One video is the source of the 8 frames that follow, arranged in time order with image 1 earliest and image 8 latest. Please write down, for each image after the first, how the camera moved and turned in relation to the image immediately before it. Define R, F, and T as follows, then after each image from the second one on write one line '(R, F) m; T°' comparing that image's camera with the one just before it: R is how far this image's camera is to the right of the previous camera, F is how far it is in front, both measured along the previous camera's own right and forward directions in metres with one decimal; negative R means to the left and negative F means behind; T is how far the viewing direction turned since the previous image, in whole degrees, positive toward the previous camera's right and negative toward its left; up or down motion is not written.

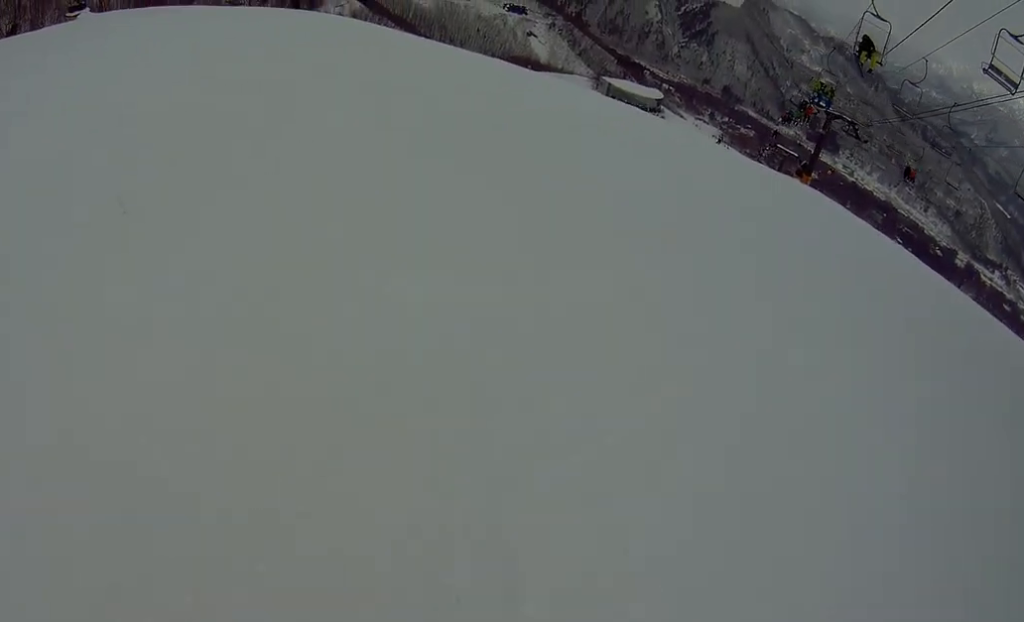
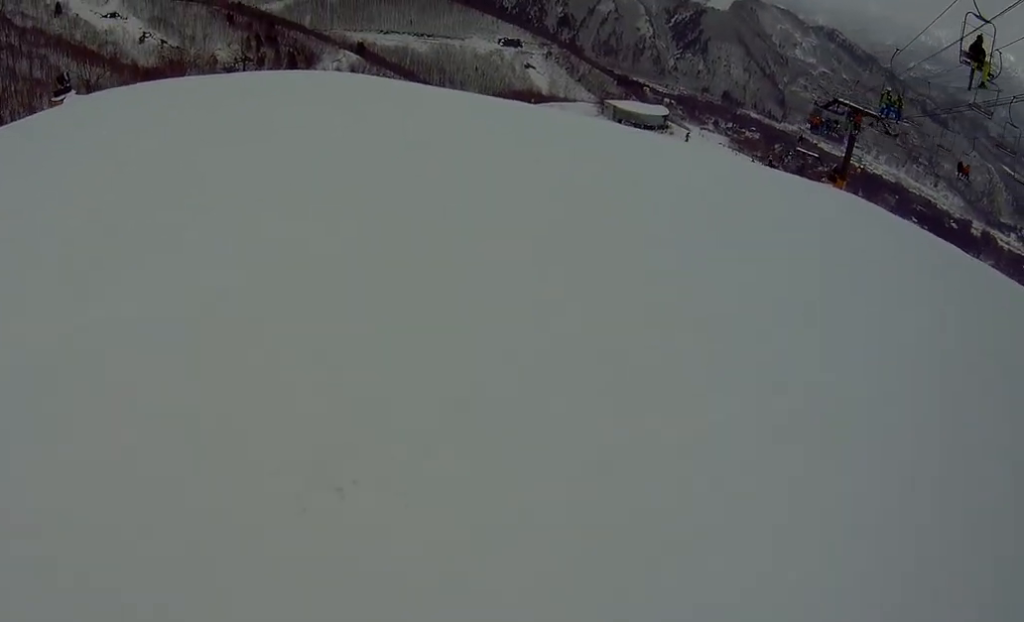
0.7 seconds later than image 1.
(0.0, +4.4) m; +1°
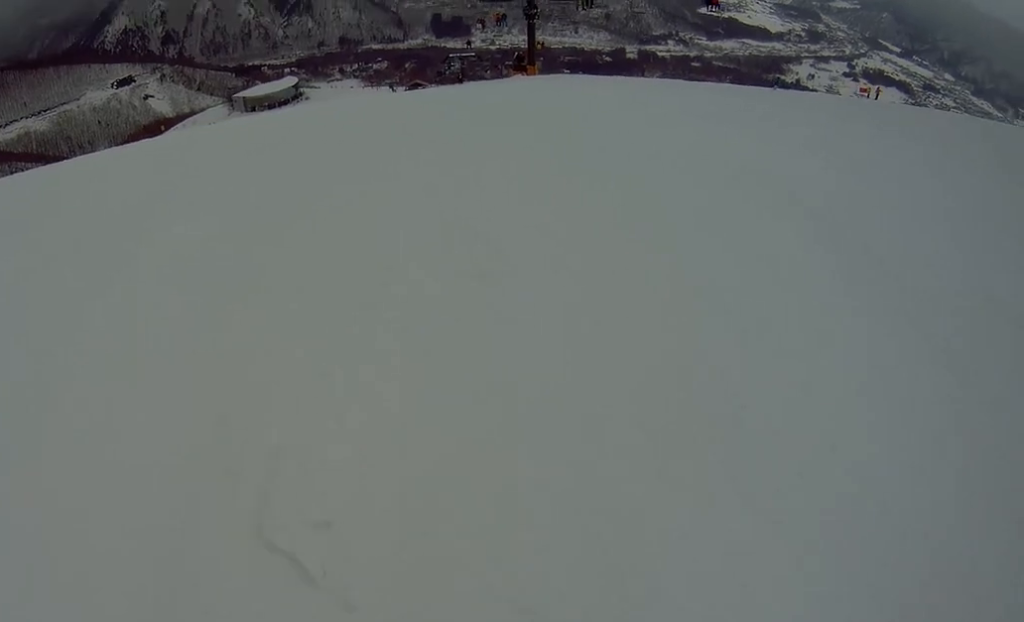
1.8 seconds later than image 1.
(+0.2, +7.7) m; +14°
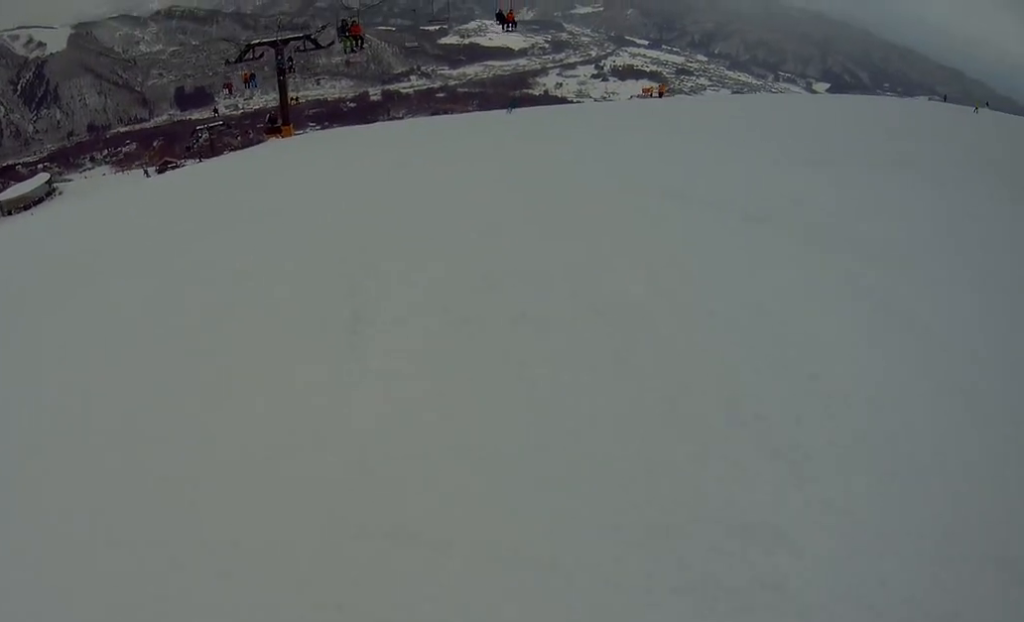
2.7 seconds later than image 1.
(+0.7, +5.3) m; +13°
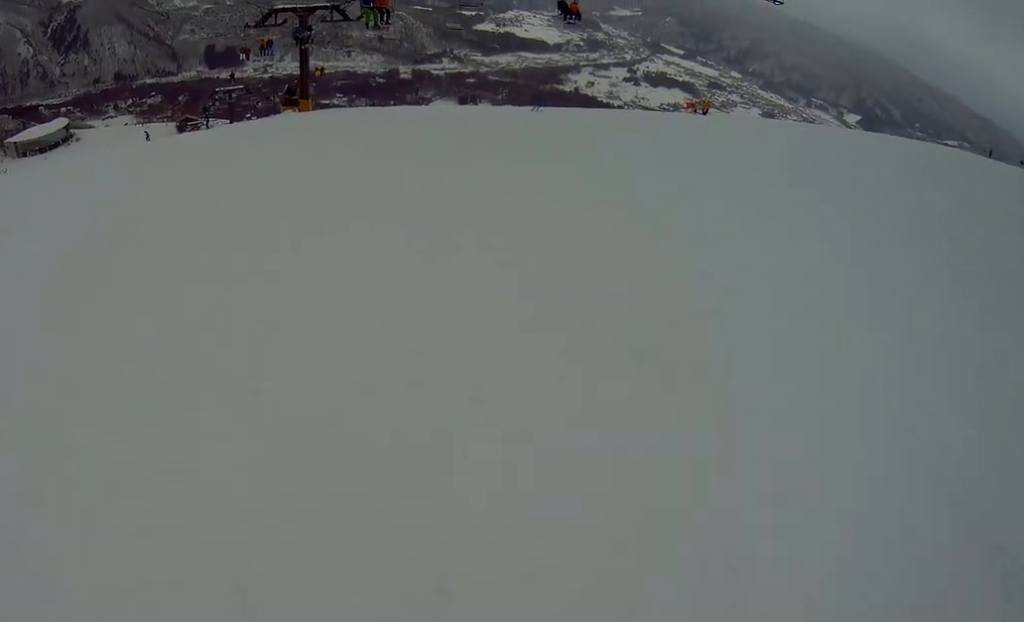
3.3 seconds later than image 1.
(+1.3, +4.2) m; +3°
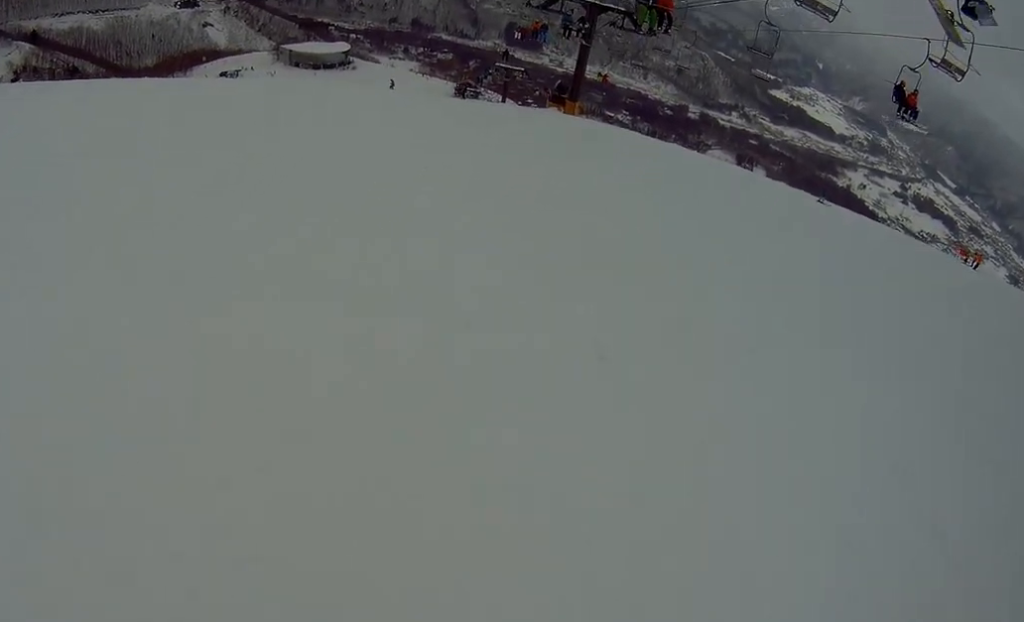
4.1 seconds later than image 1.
(-1.2, +5.6) m; -23°
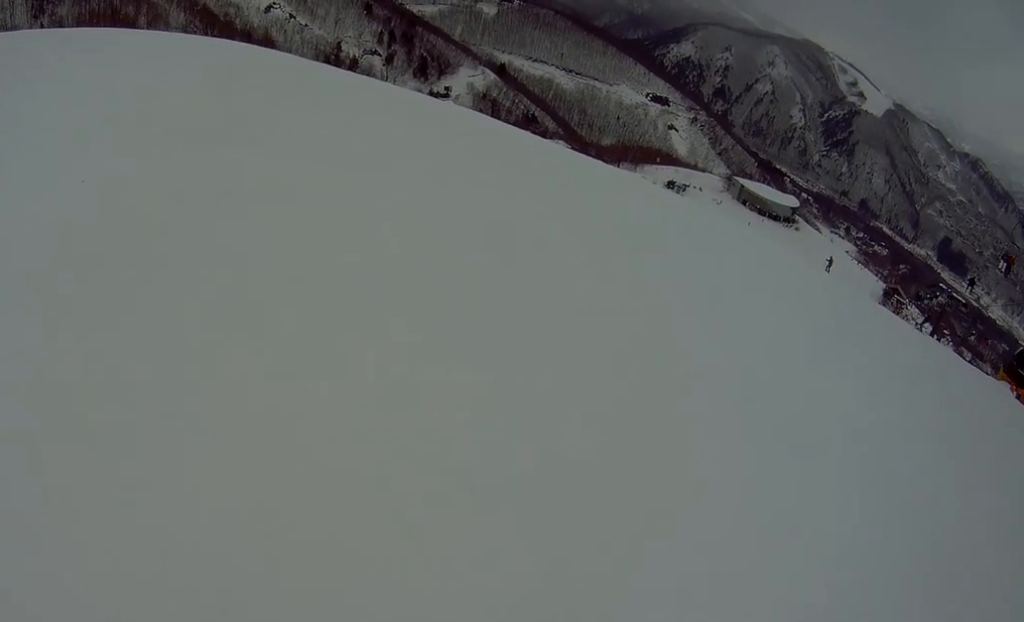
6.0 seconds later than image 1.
(-3.3, +12.3) m; -11°
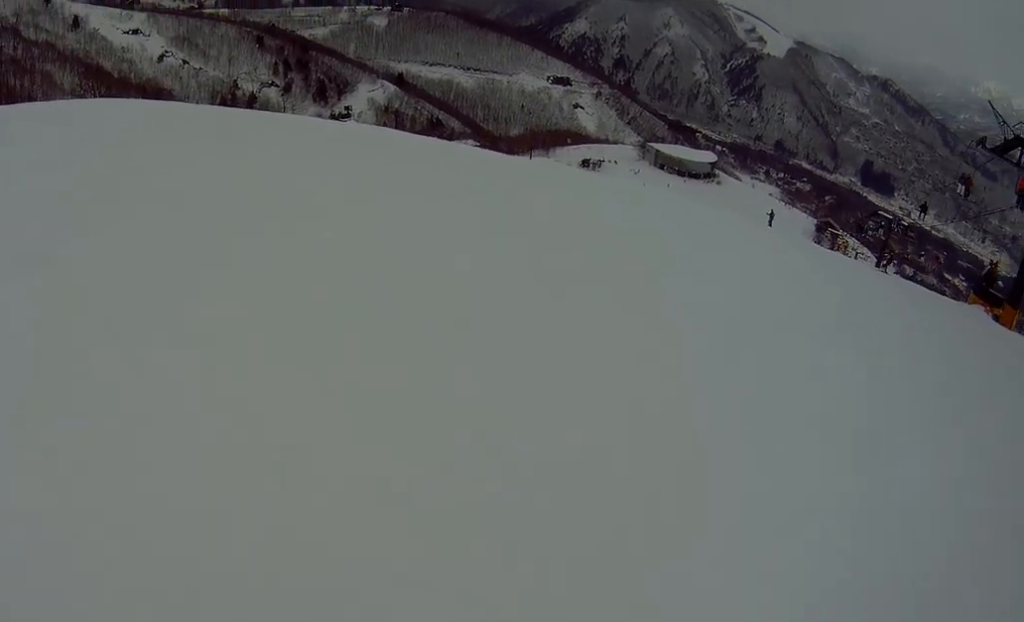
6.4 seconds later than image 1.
(+0.1, +2.8) m; +3°
